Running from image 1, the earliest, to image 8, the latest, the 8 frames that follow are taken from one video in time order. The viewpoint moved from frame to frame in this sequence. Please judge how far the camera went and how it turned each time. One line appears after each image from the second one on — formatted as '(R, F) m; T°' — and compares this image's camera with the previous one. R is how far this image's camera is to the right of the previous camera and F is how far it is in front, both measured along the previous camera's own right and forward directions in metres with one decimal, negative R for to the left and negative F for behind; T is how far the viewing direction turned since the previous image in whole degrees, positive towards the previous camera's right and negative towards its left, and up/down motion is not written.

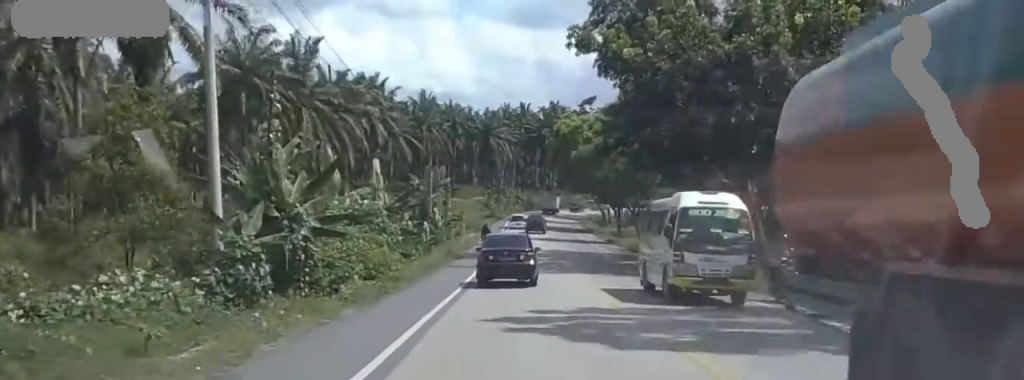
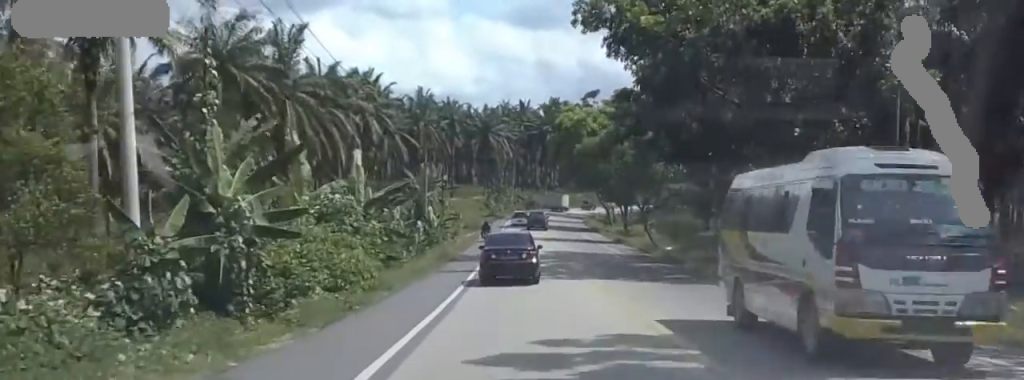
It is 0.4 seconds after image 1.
(-0.1, +5.6) m; -1°
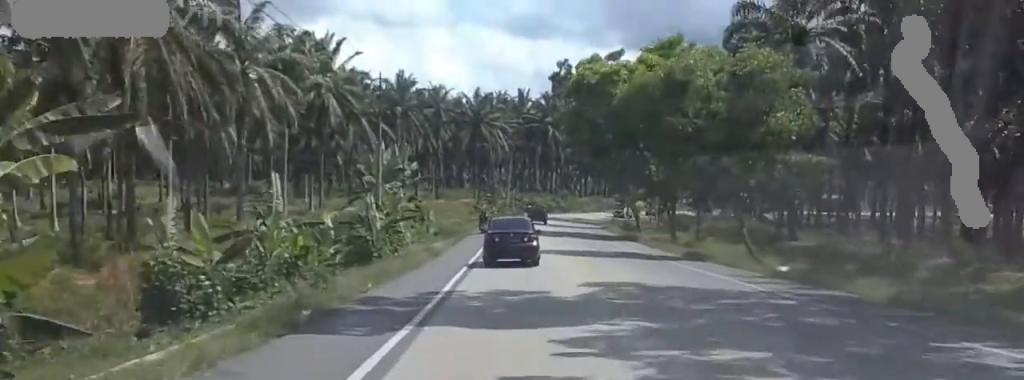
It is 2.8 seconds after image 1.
(+0.4, +30.5) m; +6°
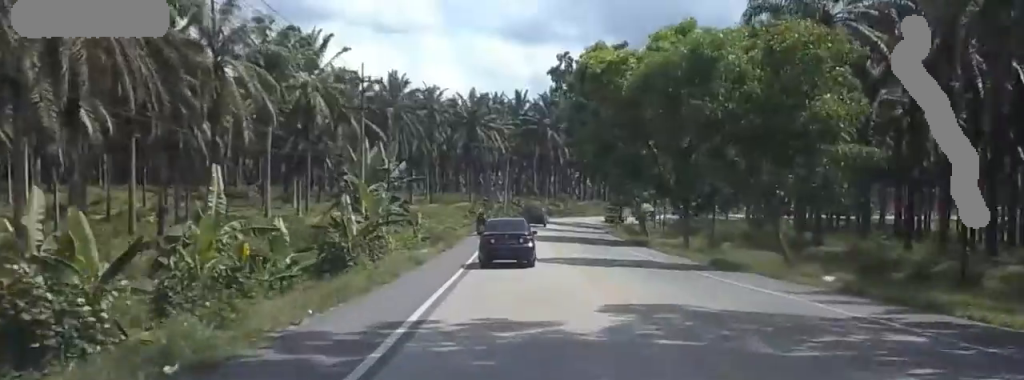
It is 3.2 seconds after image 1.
(-0.1, +5.7) m; +4°
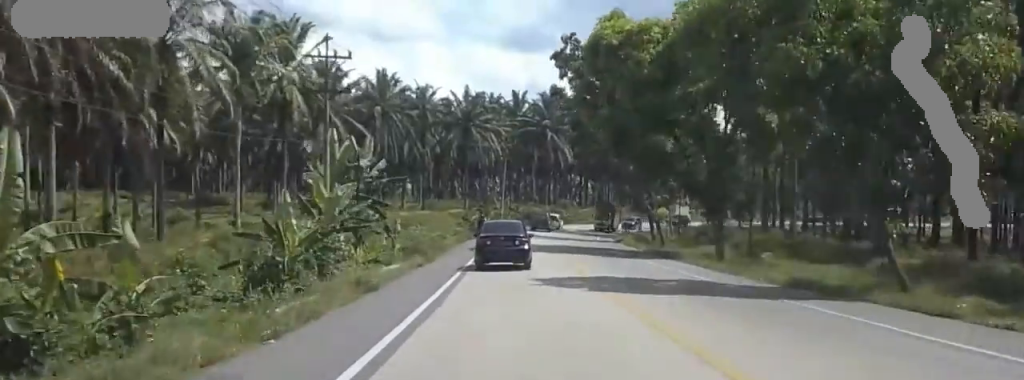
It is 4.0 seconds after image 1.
(+0.9, +9.6) m; +6°
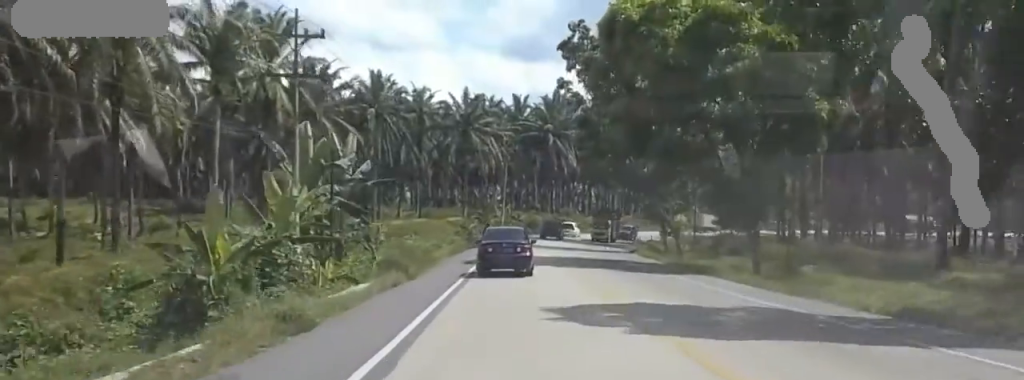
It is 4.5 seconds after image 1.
(+0.3, +6.6) m; +3°
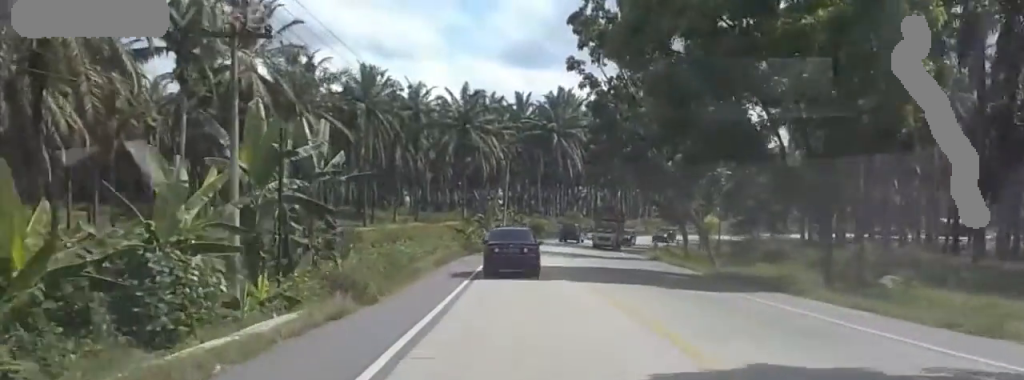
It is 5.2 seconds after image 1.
(0.0, +8.6) m; 0°
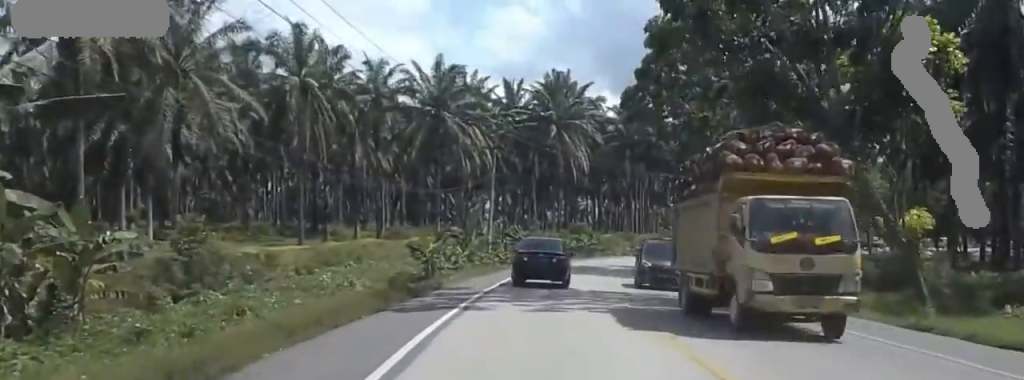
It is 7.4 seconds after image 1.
(+3.2, +27.6) m; +14°
